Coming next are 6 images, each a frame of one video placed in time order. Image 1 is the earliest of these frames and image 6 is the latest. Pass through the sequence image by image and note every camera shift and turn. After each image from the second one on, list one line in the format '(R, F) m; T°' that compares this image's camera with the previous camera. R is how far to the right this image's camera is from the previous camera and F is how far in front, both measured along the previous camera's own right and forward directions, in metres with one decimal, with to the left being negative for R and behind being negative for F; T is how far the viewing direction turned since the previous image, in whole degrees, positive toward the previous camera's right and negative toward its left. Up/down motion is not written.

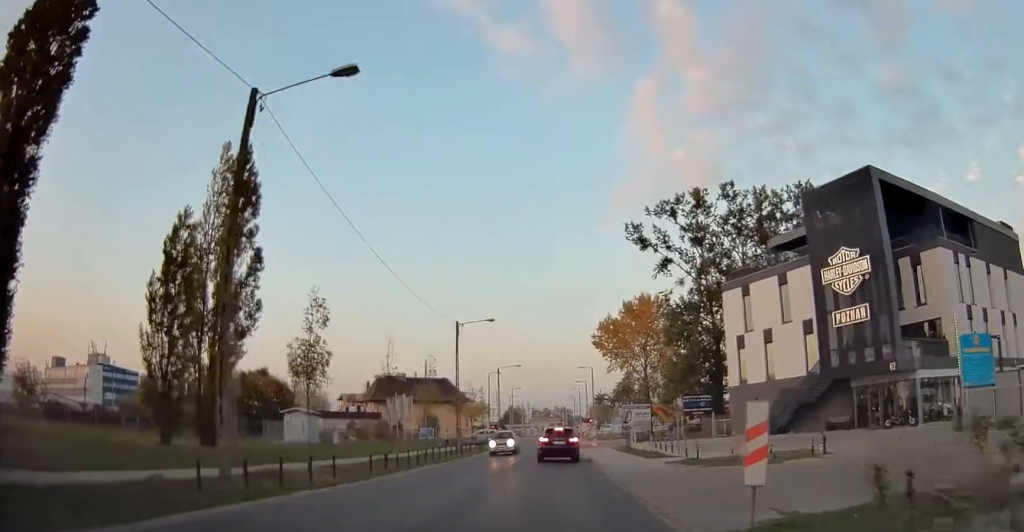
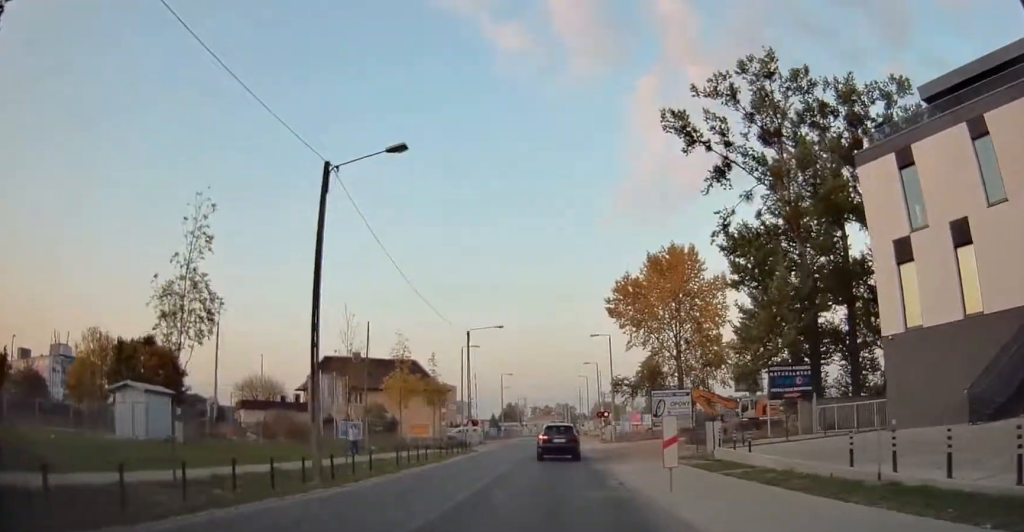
(+0.2, +24.7) m; 0°
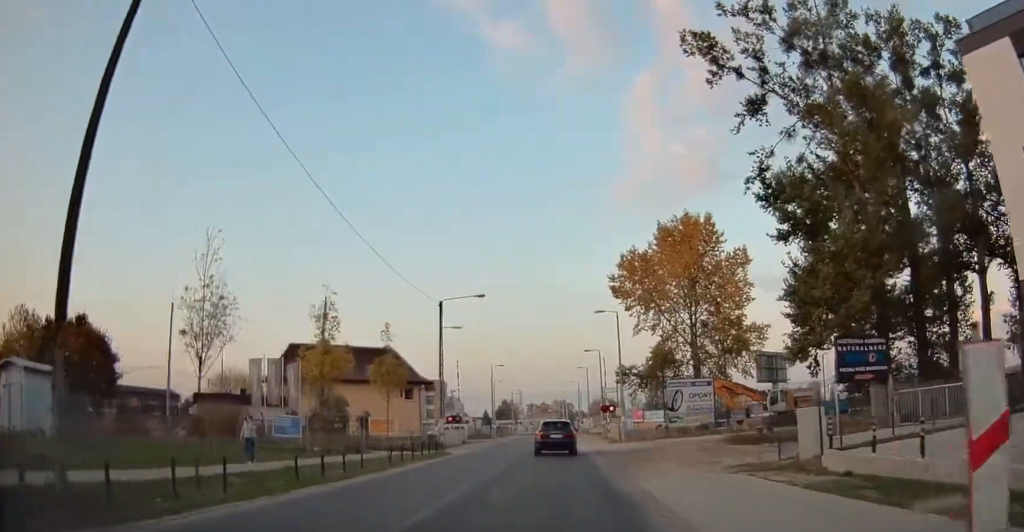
(-0.1, +9.8) m; 0°
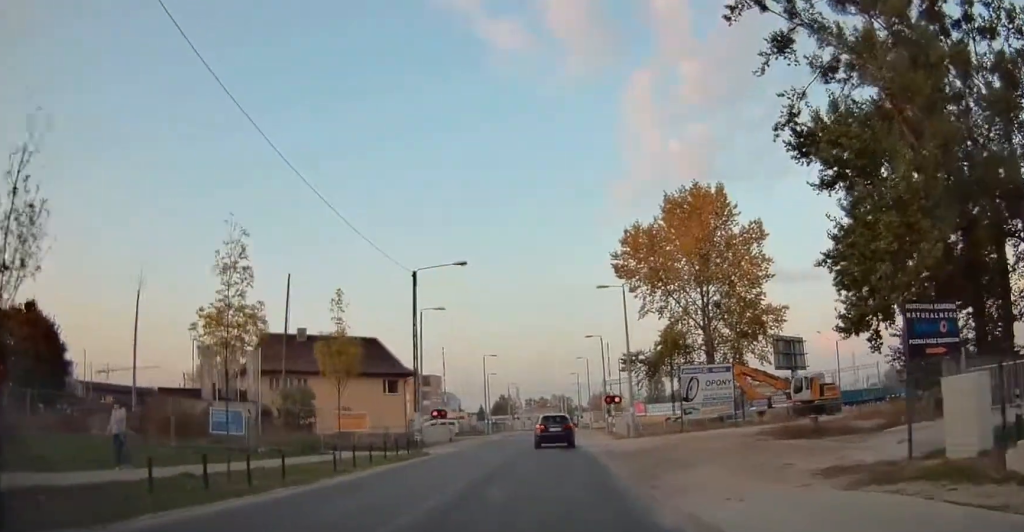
(0.0, +6.1) m; 0°
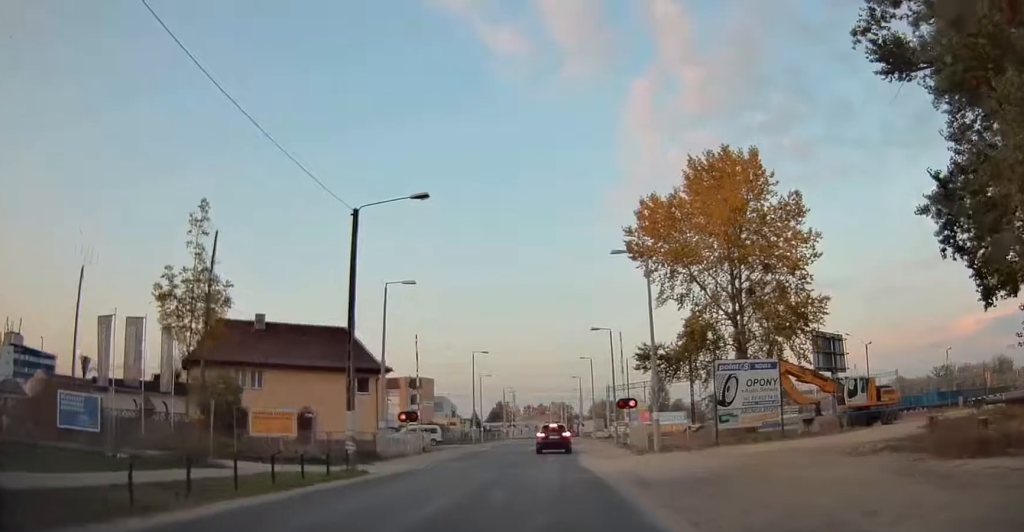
(0.0, +9.6) m; 0°
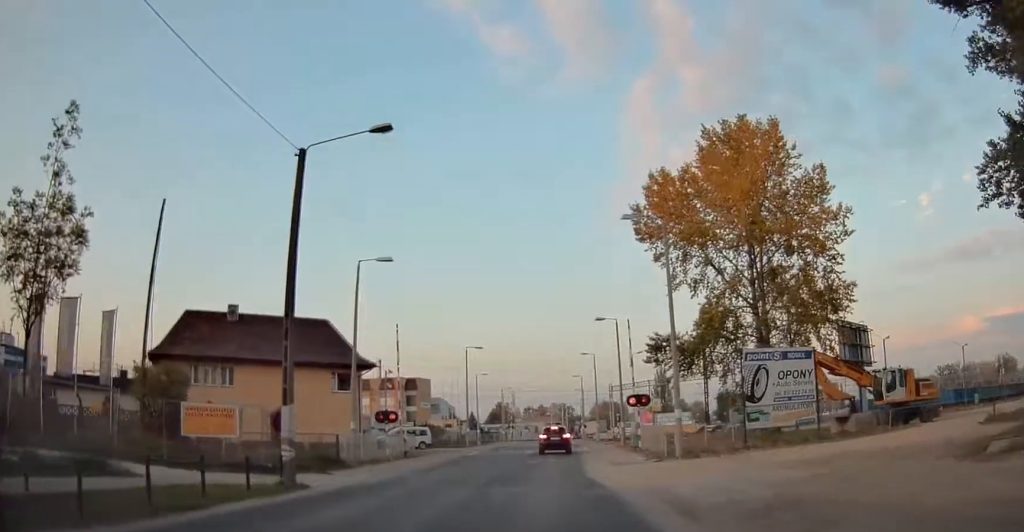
(0.0, +5.0) m; 0°
